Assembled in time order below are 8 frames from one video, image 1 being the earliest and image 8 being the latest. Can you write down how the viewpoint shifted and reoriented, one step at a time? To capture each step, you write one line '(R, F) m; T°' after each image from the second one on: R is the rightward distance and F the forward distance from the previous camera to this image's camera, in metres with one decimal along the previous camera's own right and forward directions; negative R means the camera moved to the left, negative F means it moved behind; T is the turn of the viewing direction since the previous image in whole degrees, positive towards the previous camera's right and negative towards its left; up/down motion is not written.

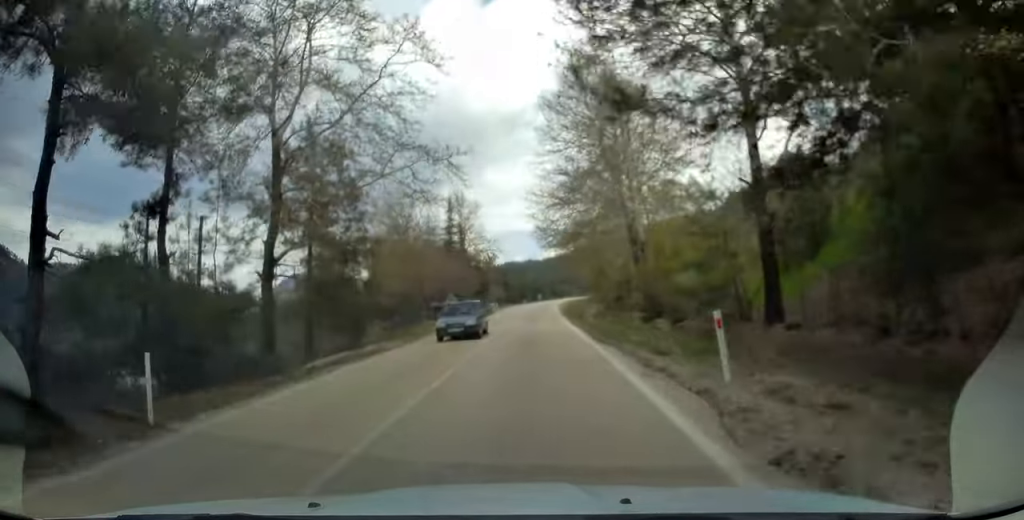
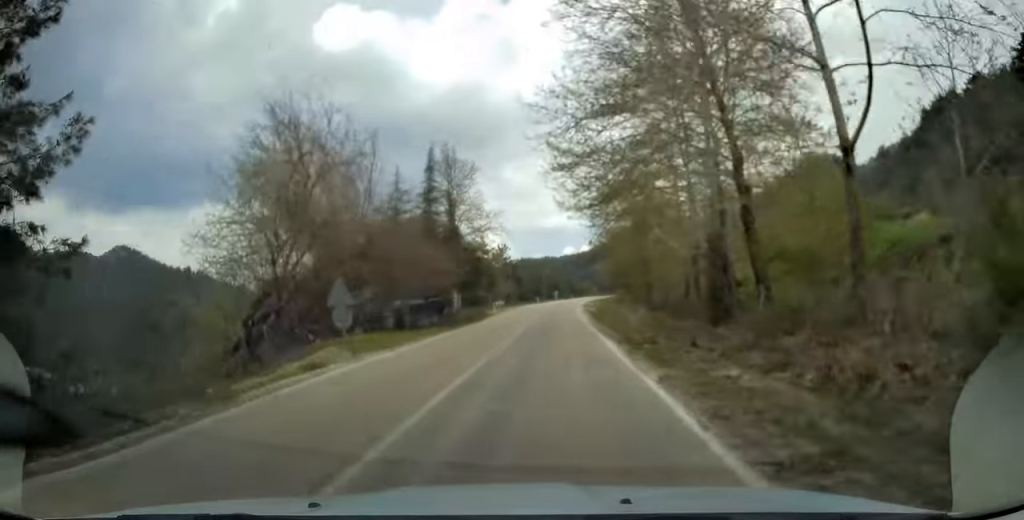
(-0.2, +21.8) m; -1°
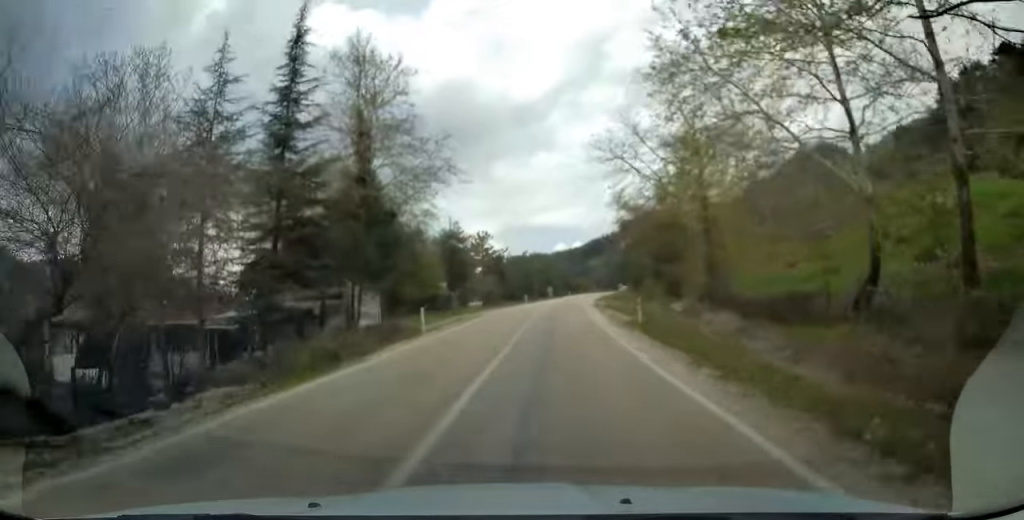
(0.0, +26.2) m; +1°
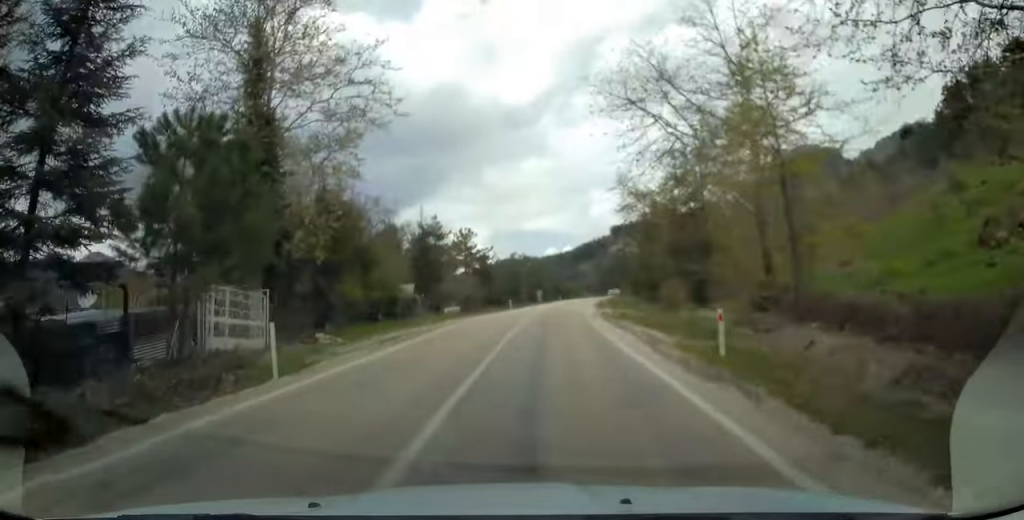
(+0.1, +11.8) m; 0°
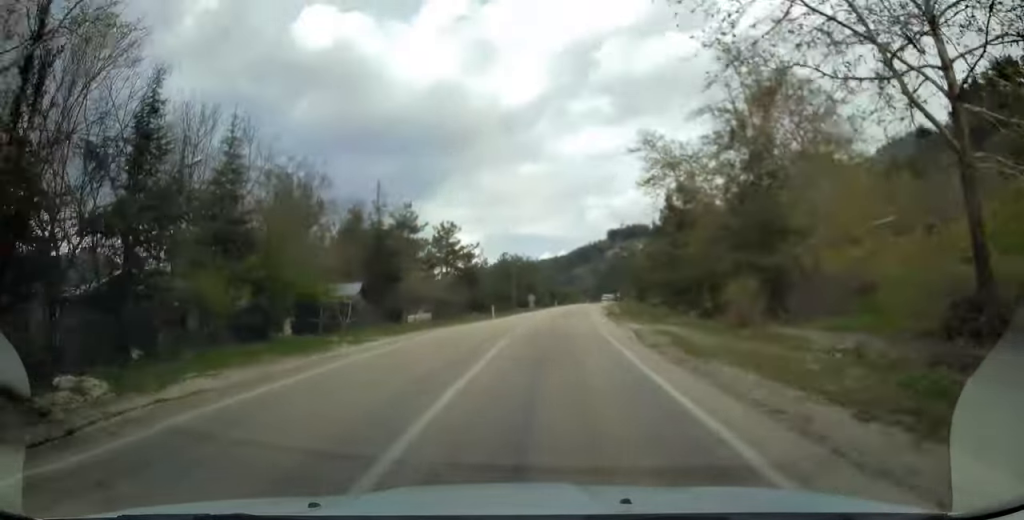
(-0.1, +14.3) m; 0°
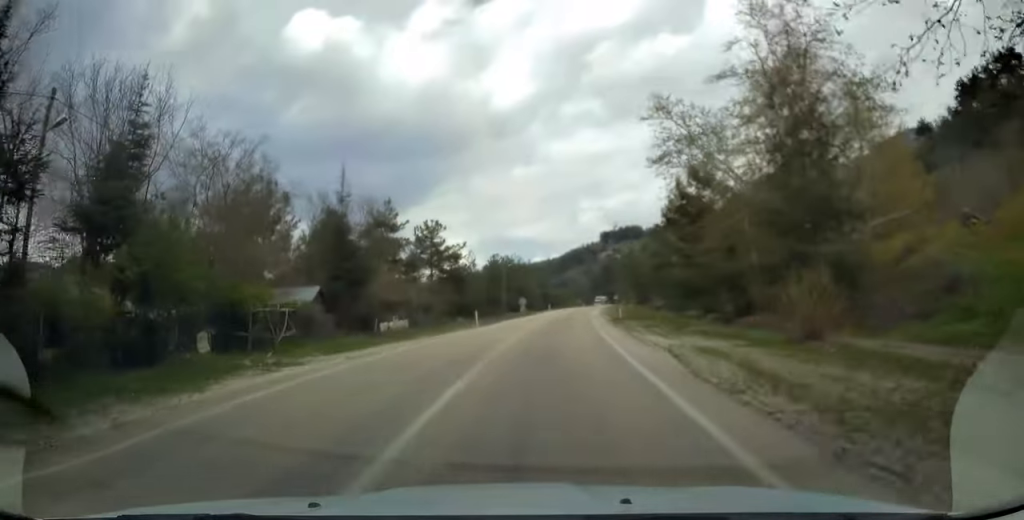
(-0.1, +7.0) m; 0°
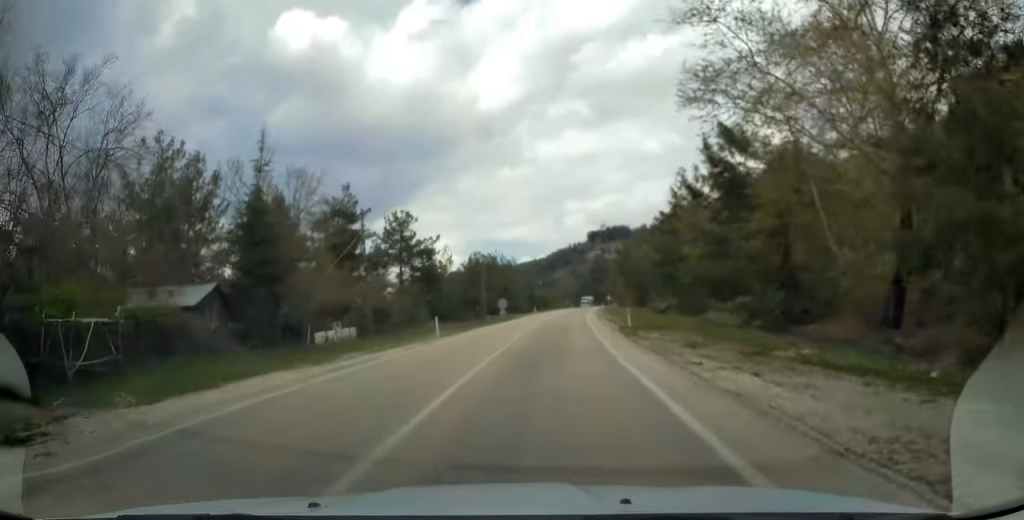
(+0.3, +11.1) m; +1°
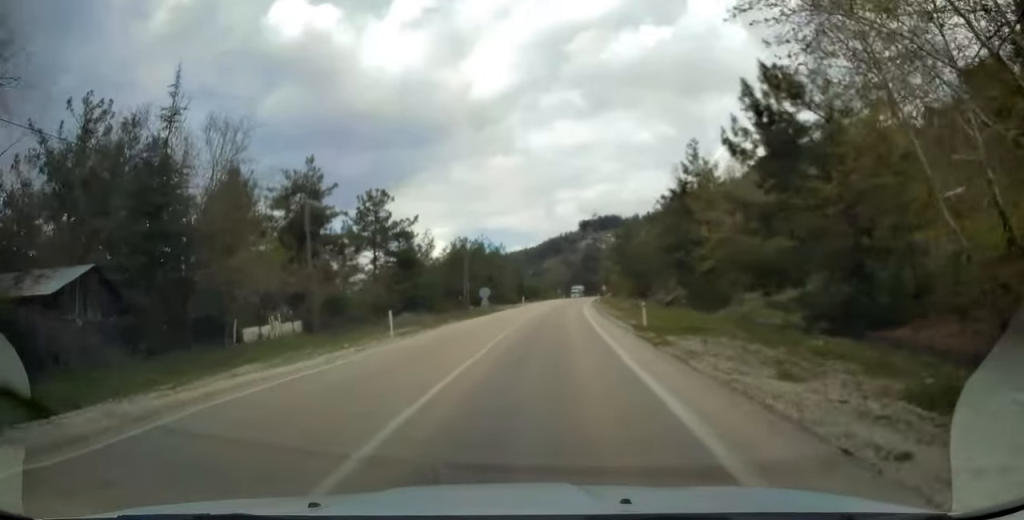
(+0.1, +8.0) m; +1°
